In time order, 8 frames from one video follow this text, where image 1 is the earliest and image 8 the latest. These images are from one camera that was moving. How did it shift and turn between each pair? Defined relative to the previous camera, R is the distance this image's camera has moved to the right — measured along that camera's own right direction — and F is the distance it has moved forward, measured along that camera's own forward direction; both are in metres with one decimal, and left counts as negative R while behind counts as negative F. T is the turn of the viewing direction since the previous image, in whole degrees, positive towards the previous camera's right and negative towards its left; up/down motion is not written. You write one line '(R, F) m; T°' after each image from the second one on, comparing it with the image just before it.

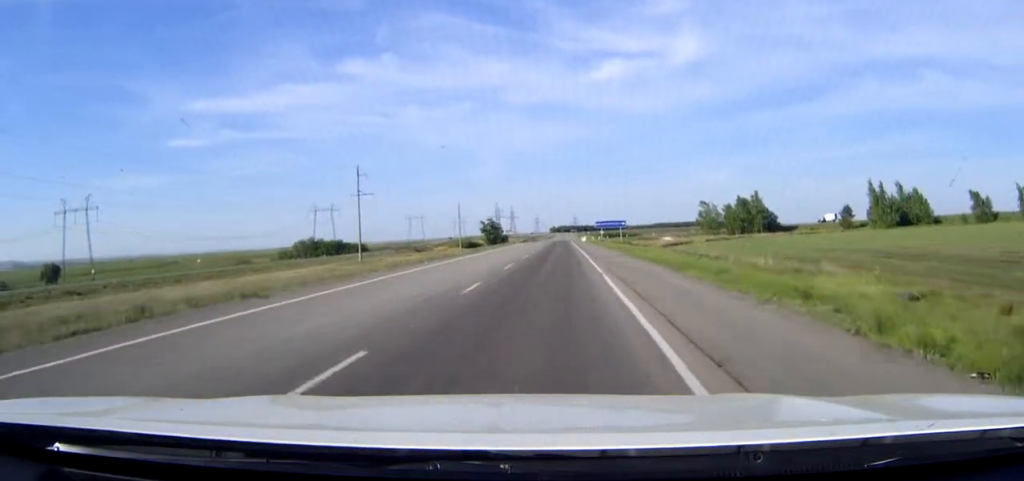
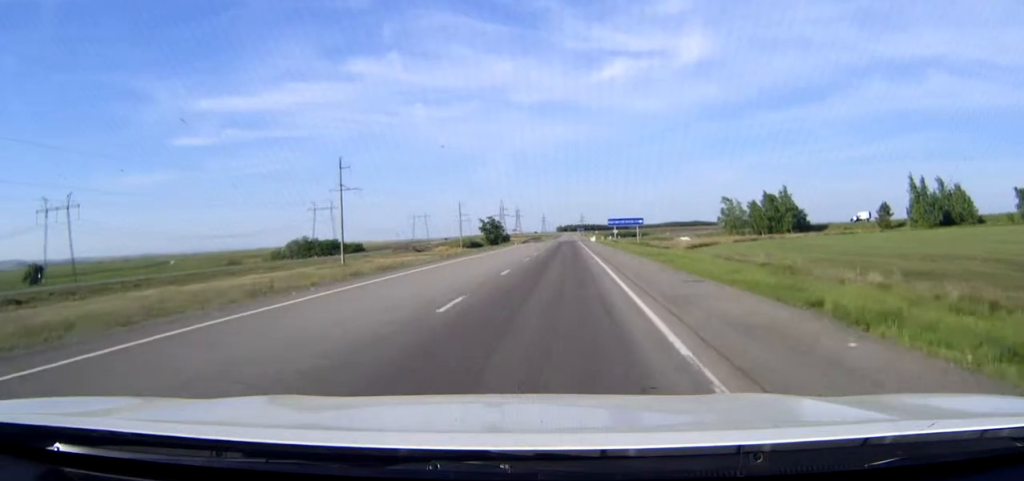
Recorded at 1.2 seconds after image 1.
(-0.1, +16.8) m; -1°
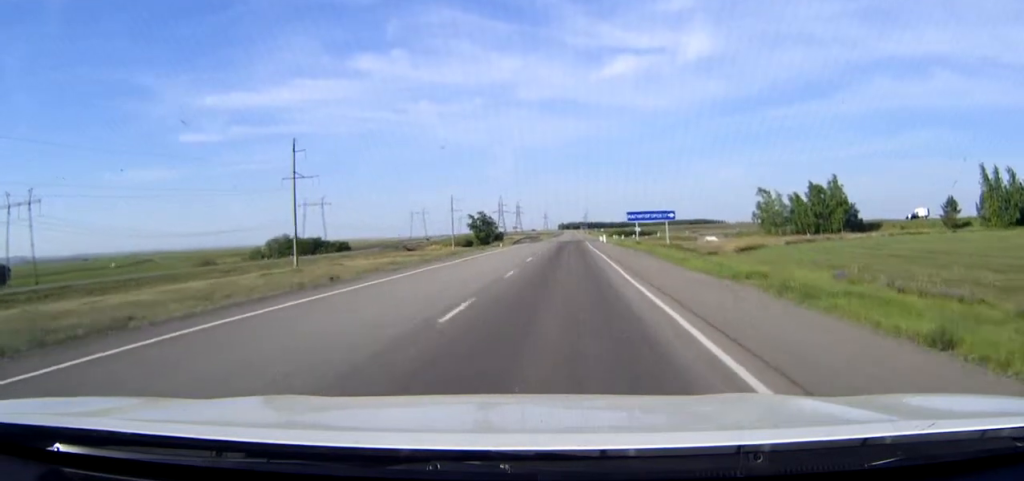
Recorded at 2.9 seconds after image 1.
(0.0, +25.9) m; 0°
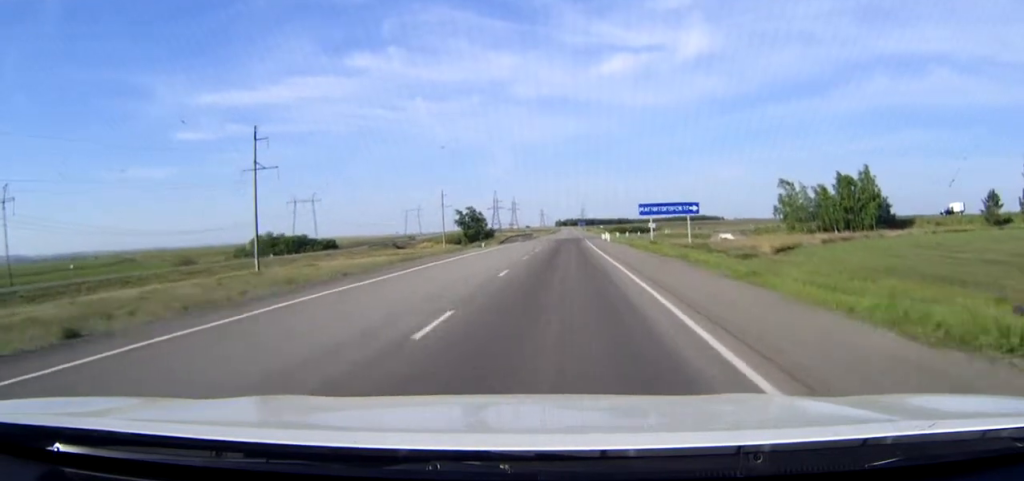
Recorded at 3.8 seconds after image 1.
(0.0, +13.9) m; 0°
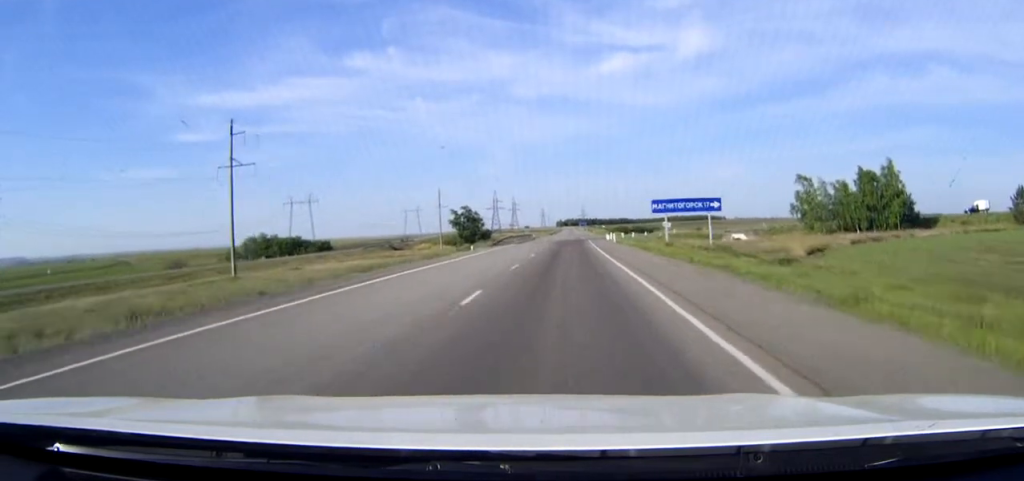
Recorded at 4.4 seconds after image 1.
(0.0, +7.9) m; 0°
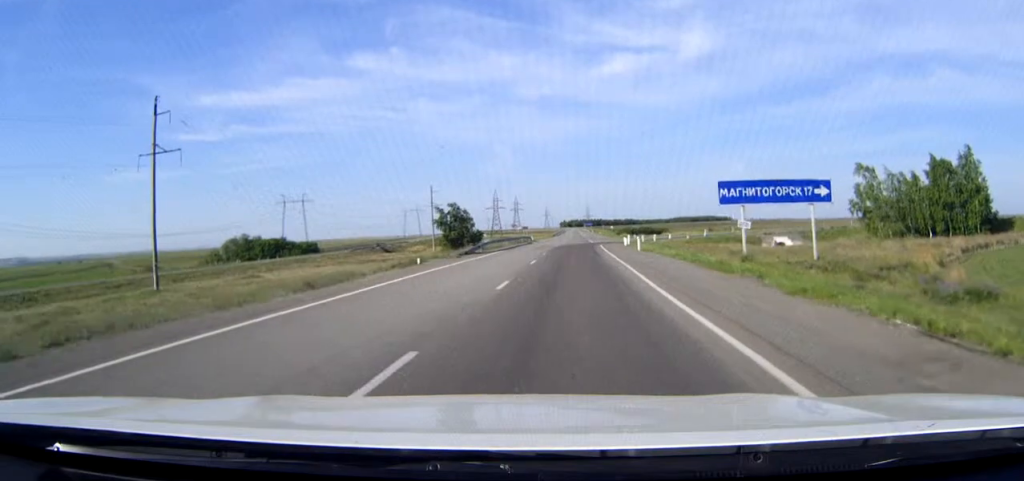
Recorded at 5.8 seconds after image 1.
(0.0, +20.1) m; 0°
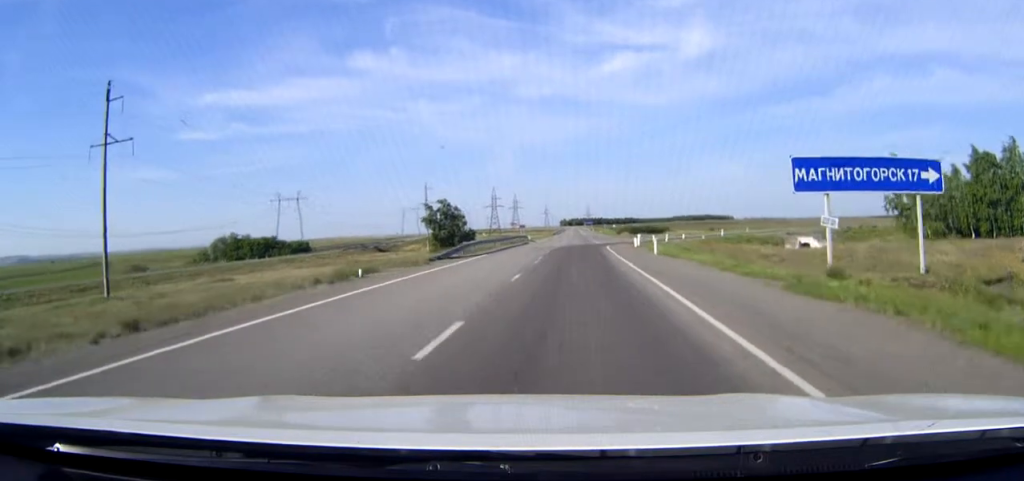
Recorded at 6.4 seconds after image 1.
(0.0, +9.4) m; 0°
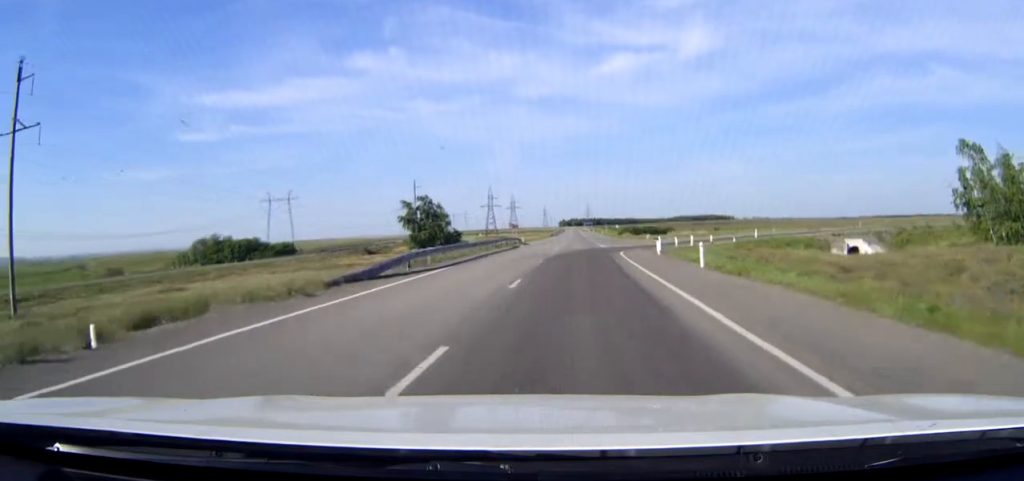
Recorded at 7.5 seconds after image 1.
(0.0, +14.1) m; 0°
